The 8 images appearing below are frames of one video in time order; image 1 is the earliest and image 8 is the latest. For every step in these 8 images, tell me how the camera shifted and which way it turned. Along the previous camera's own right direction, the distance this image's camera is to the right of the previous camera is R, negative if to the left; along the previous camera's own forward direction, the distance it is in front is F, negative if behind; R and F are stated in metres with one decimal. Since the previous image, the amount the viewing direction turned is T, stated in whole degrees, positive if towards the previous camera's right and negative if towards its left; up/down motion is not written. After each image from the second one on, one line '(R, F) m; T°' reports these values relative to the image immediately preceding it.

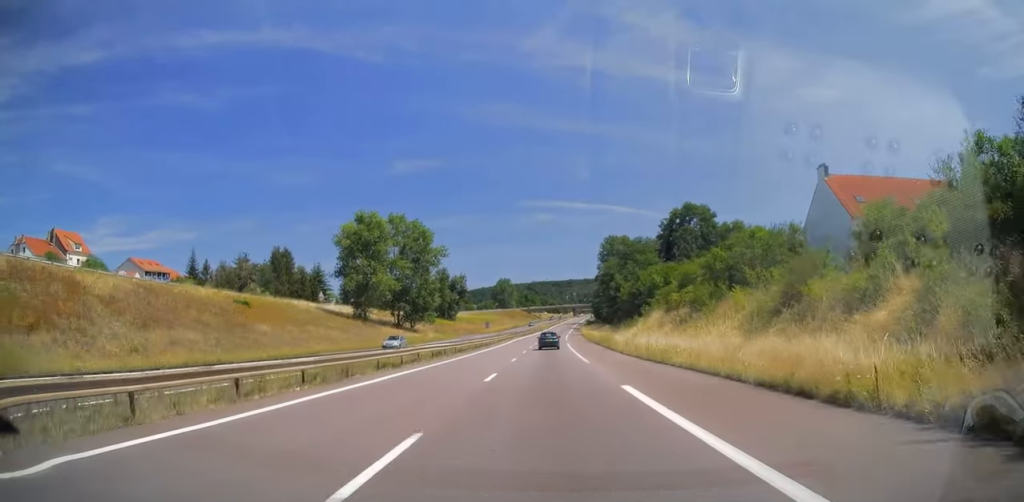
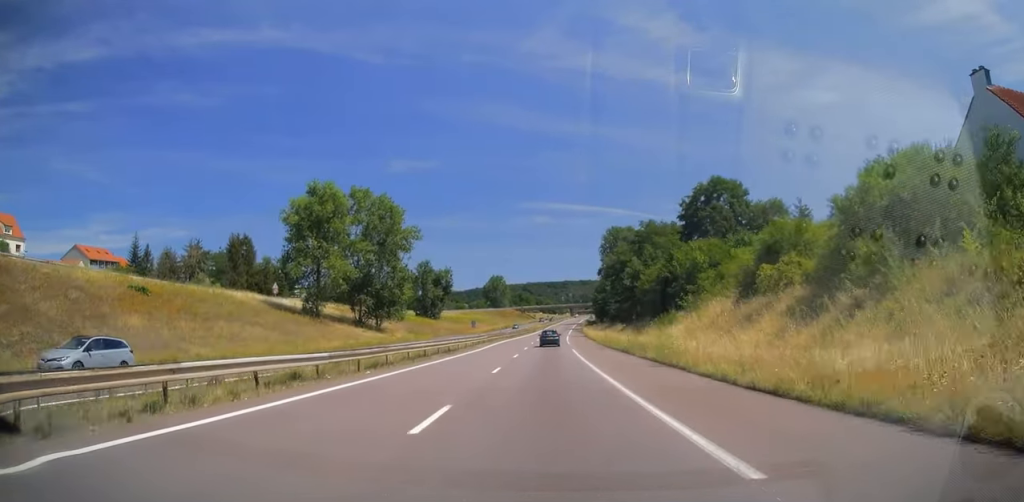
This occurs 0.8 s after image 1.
(+0.1, +22.4) m; +1°
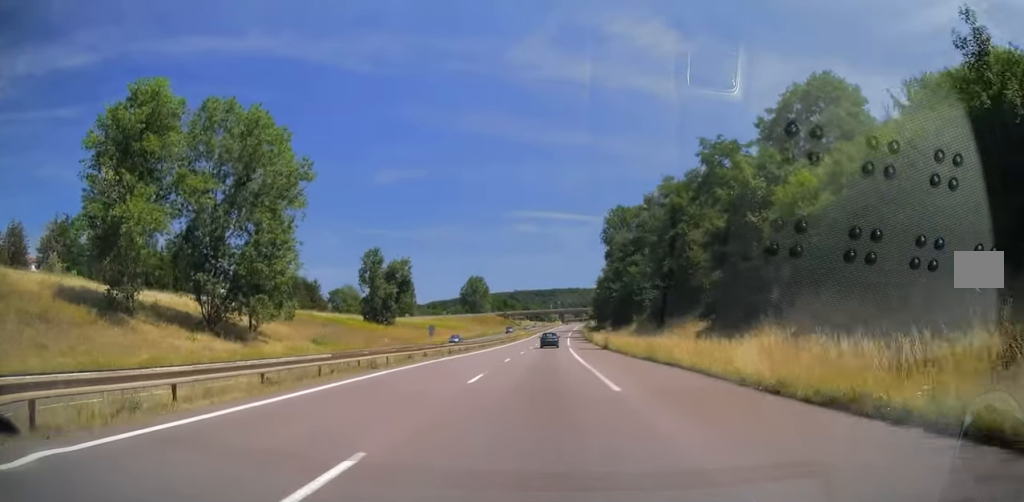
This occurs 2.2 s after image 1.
(+0.8, +43.3) m; +1°
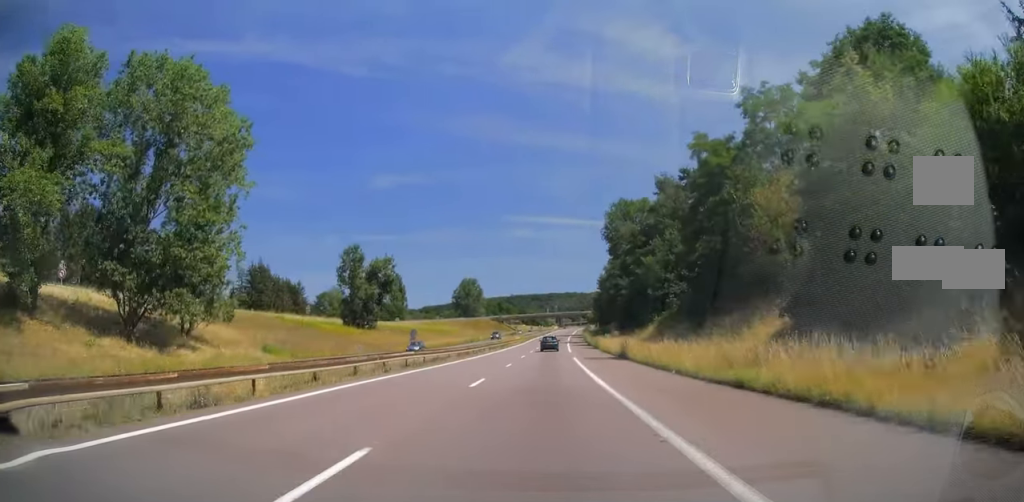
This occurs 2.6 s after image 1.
(-0.1, +12.4) m; 0°
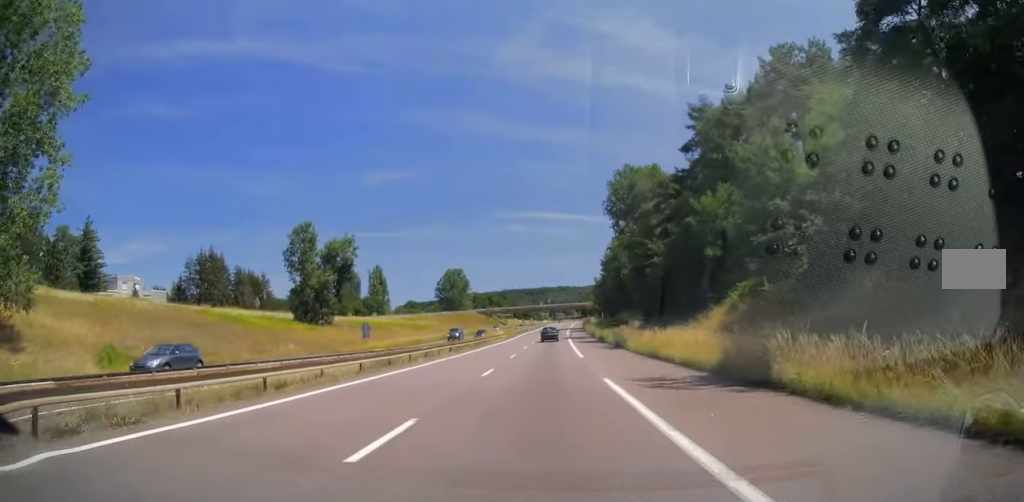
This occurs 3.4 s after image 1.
(-0.2, +23.3) m; +1°
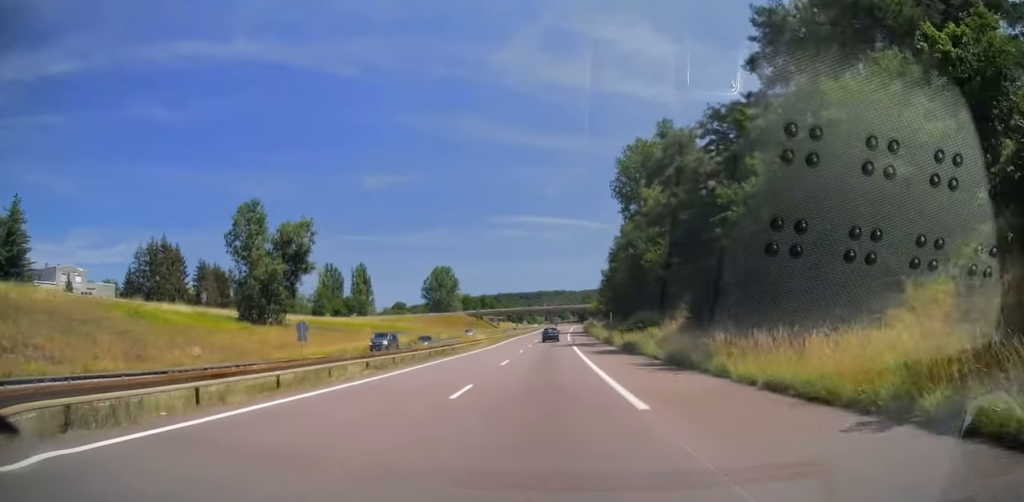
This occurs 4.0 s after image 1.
(+0.5, +19.3) m; +1°
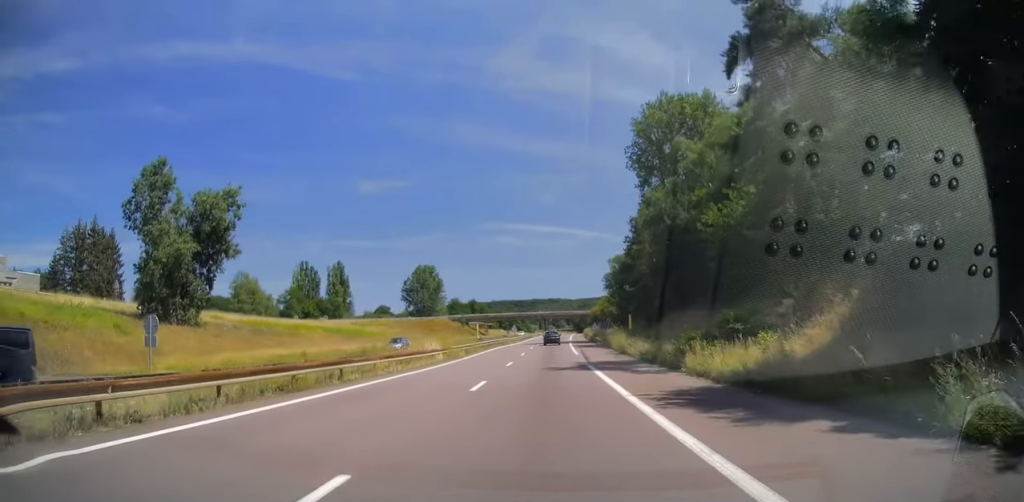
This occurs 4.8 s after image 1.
(0.0, +23.2) m; +1°
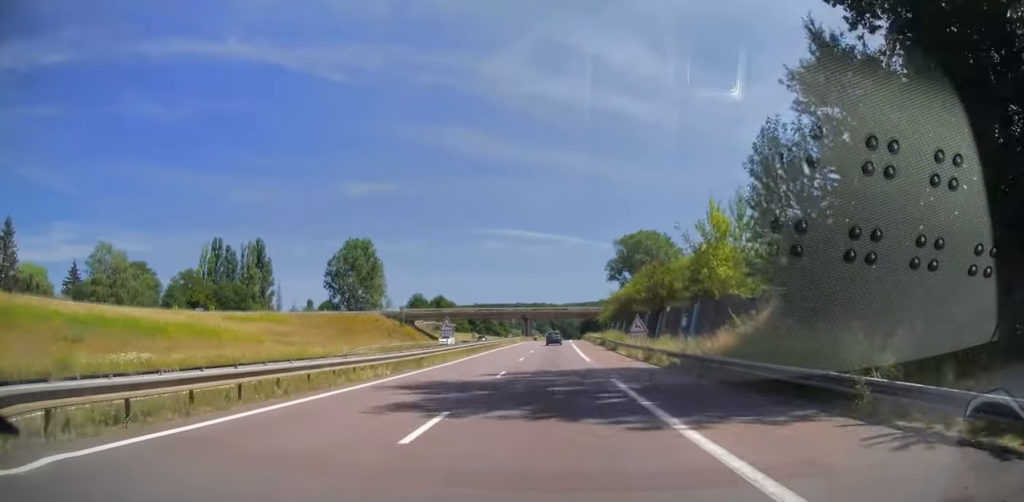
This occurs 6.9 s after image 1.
(+0.9, +59.5) m; +1°
